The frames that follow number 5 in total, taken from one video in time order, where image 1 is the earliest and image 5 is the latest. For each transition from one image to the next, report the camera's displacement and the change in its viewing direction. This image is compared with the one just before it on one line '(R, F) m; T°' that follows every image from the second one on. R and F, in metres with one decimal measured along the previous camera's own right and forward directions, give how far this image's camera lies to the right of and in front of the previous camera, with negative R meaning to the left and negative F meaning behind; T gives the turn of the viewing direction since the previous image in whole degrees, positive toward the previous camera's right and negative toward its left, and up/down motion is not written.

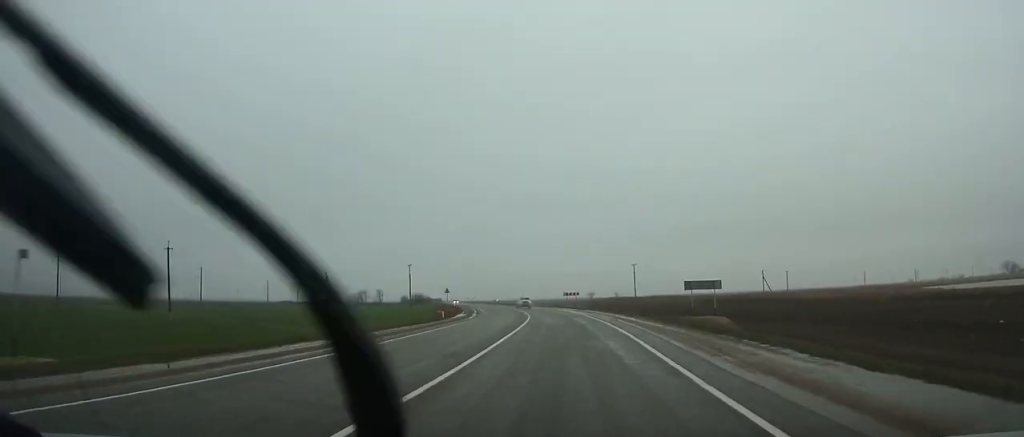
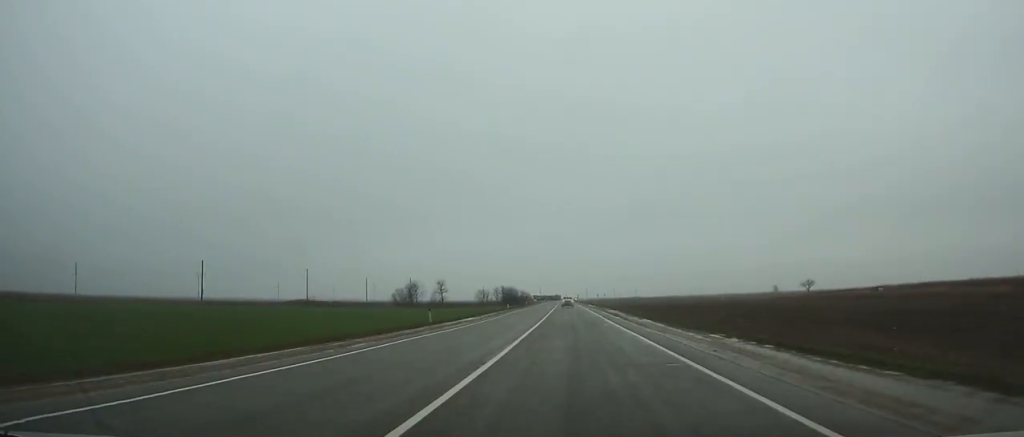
(-17.5, +161.8) m; -10°
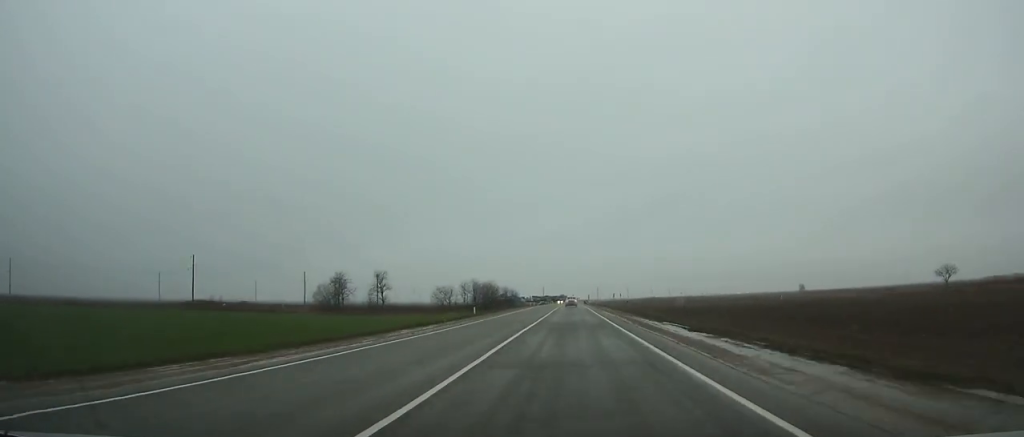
(-0.7, +81.6) m; -1°
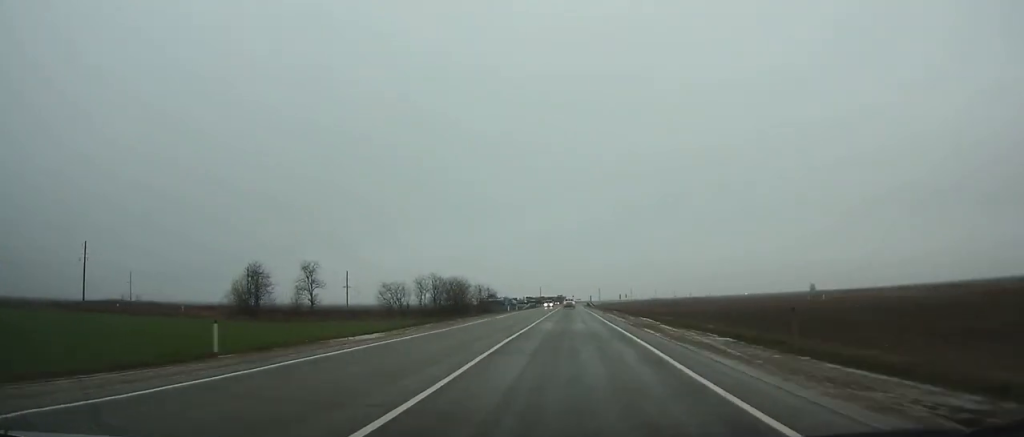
(-0.1, +40.6) m; 0°
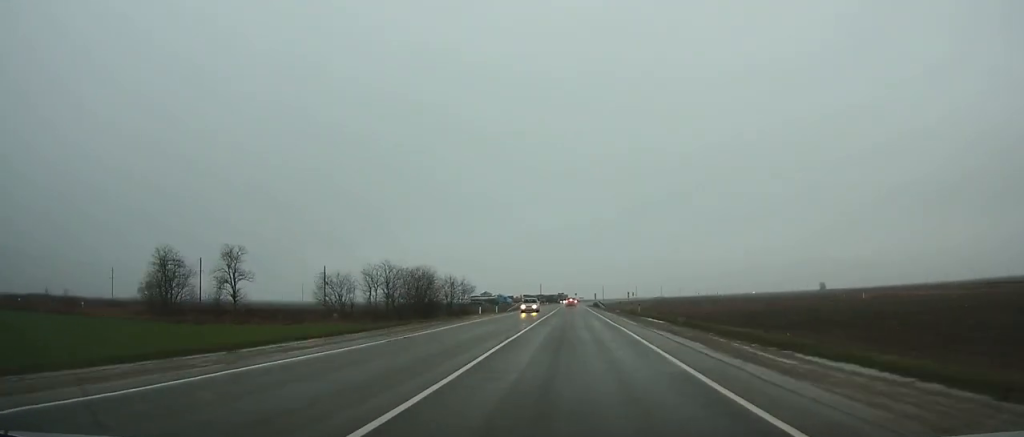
(0.0, +27.6) m; 0°
